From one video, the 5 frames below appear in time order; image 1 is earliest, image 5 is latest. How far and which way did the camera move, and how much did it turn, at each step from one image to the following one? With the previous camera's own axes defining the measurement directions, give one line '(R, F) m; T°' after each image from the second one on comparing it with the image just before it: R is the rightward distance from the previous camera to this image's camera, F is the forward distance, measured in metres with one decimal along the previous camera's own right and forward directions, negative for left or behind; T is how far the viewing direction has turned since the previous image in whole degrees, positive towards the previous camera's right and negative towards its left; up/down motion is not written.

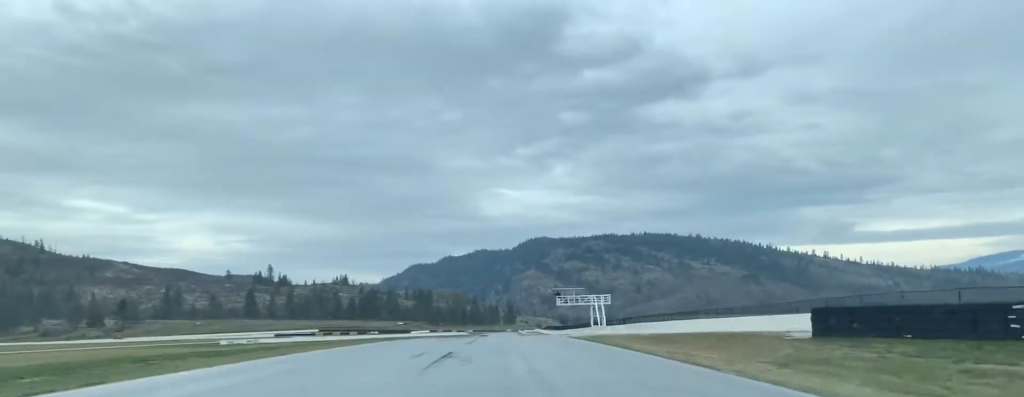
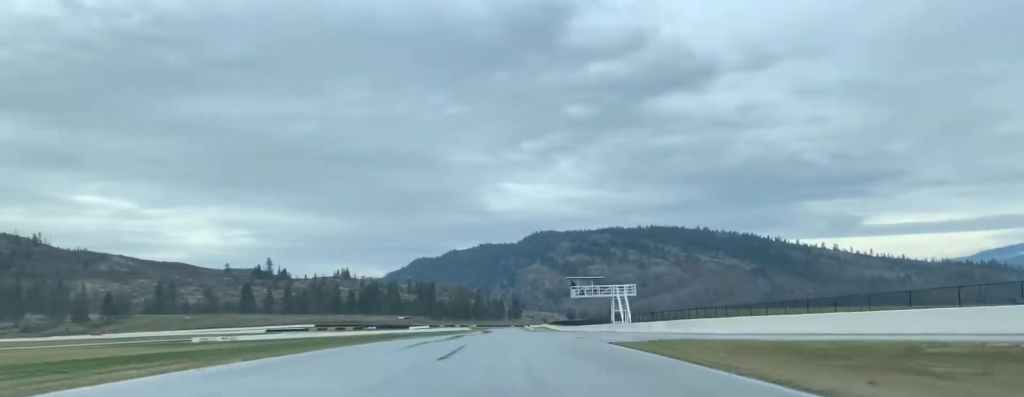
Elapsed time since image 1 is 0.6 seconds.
(-0.1, +18.4) m; +1°
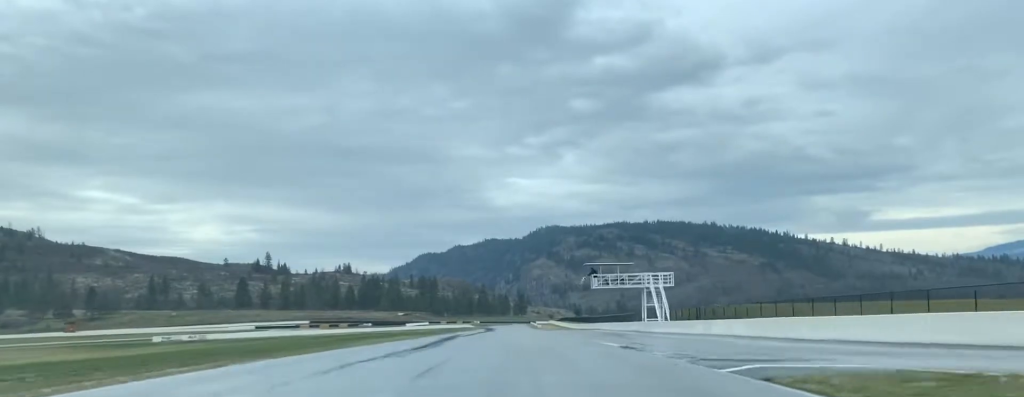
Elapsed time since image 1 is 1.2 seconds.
(+0.2, +19.5) m; +1°
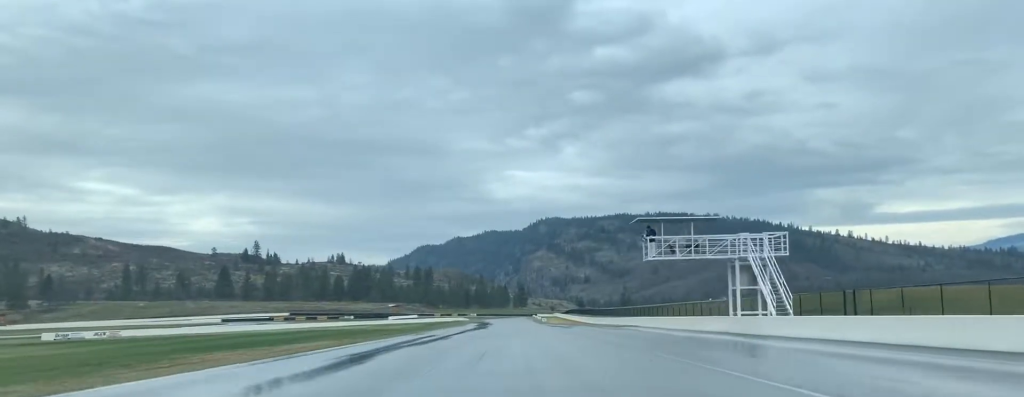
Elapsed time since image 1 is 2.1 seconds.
(+0.5, +32.0) m; +1°
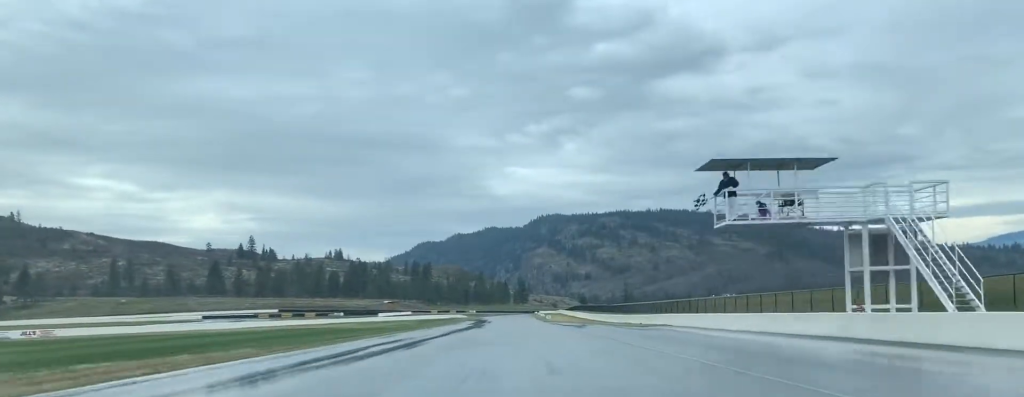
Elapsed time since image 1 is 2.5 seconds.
(-0.2, +17.4) m; 0°
